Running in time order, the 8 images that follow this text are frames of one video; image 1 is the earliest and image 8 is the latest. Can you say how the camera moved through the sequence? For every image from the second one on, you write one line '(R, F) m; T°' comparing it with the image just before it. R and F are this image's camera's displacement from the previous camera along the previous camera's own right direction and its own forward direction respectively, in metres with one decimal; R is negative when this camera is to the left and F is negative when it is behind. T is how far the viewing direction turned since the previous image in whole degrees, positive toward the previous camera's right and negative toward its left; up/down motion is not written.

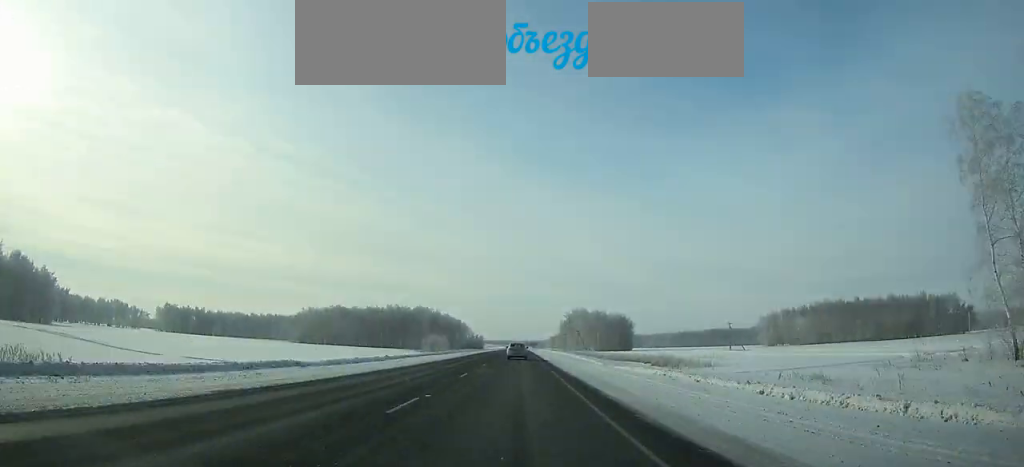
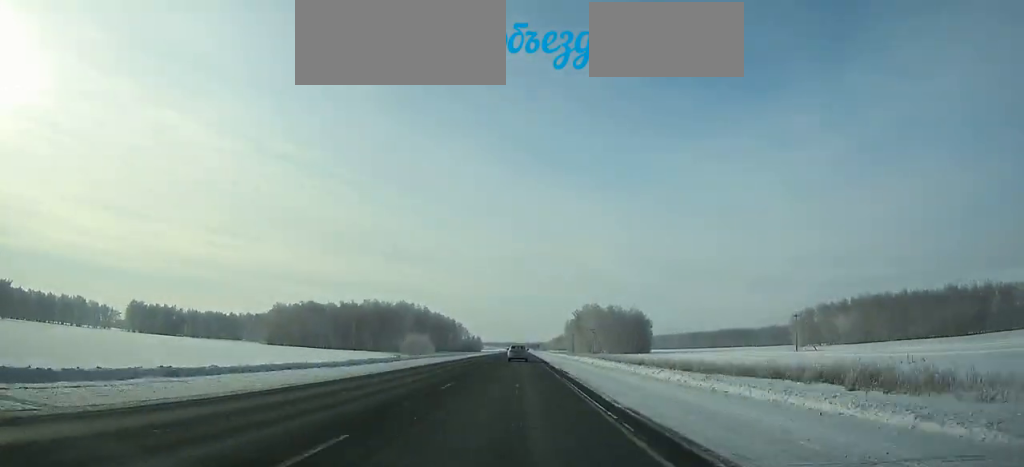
(0.0, +40.2) m; 0°
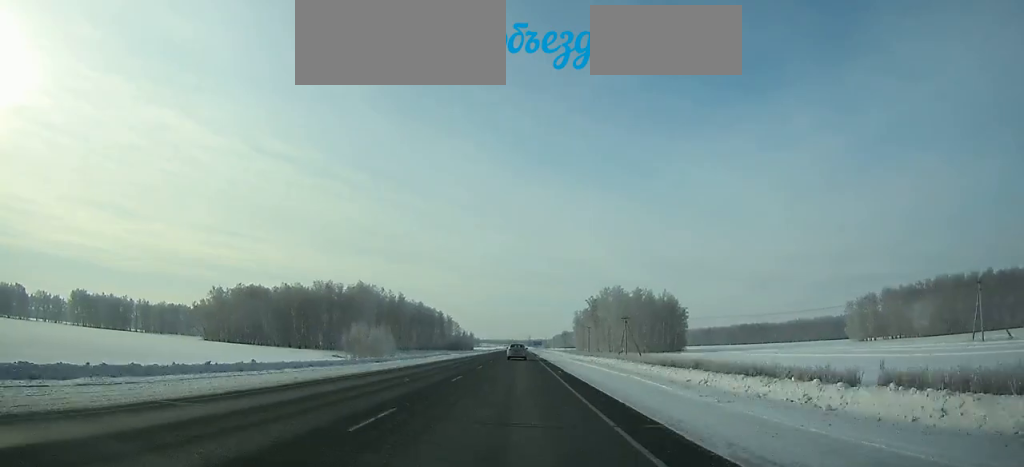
(-0.1, +55.1) m; 0°
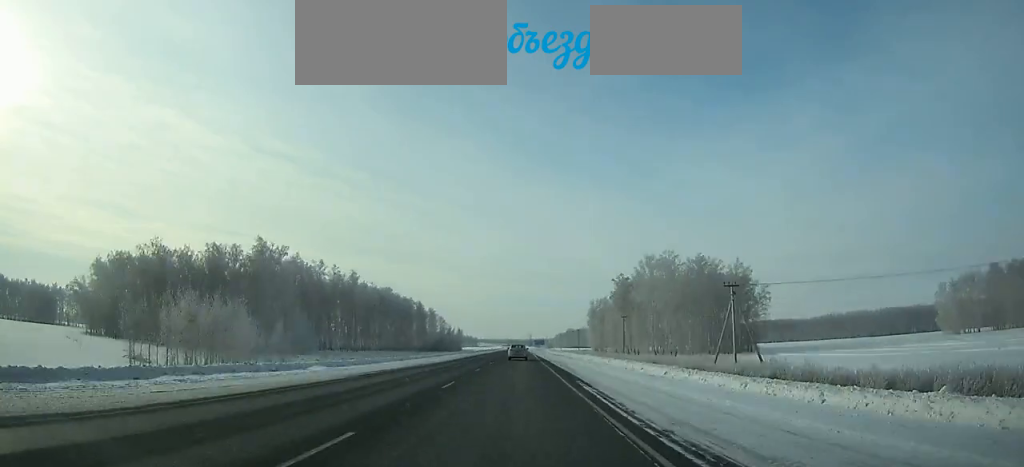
(-0.1, +61.1) m; 0°
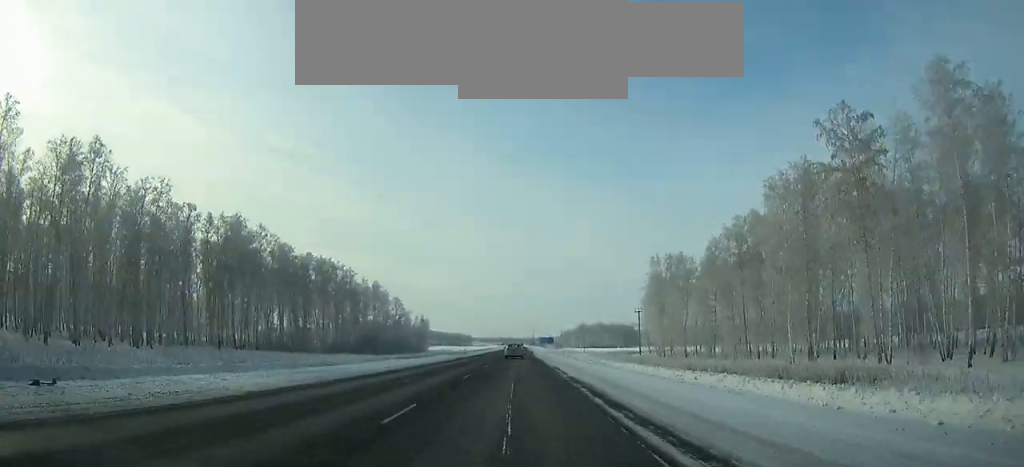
(-0.2, +103.0) m; 0°
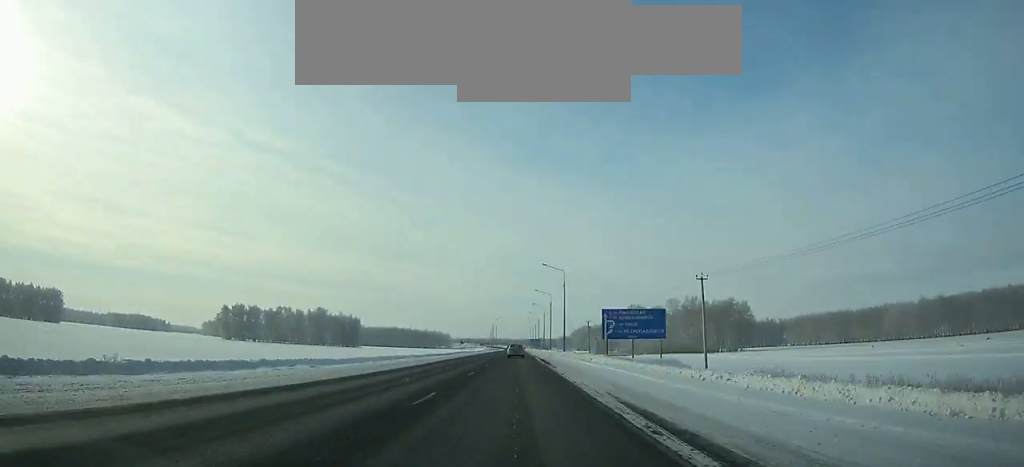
(+0.5, +211.3) m; 0°
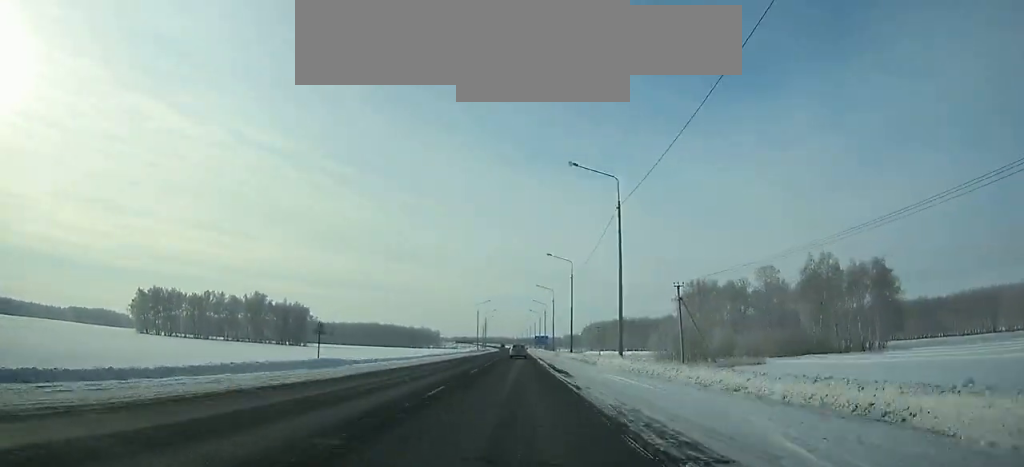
(+0.1, +80.6) m; 0°
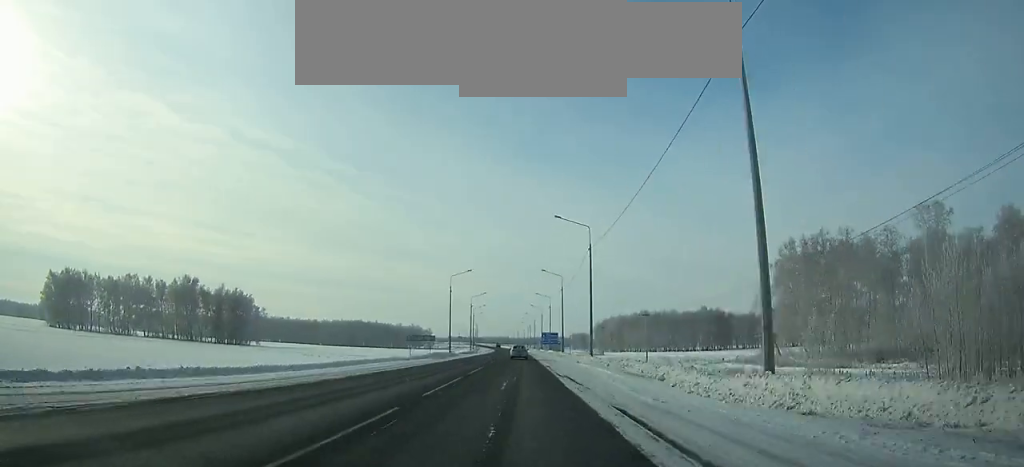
(0.0, +56.5) m; 0°
